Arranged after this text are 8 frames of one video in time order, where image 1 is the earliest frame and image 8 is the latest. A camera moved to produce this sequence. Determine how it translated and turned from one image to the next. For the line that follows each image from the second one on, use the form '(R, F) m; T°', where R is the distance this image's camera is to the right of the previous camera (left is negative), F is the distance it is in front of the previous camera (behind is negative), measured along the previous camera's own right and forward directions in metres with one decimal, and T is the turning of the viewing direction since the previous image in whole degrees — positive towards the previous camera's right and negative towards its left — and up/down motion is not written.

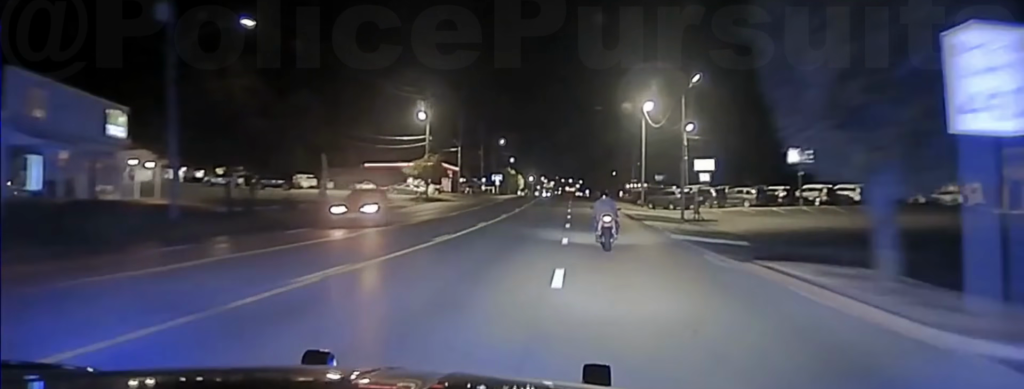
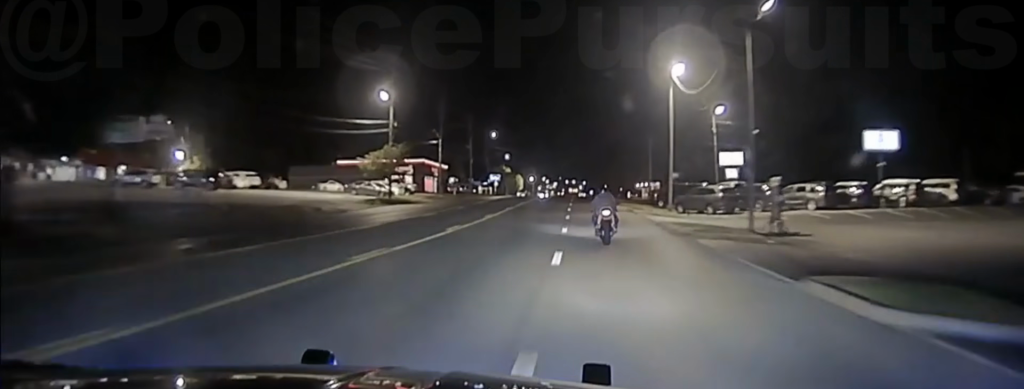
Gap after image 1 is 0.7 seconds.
(0.0, +18.4) m; 0°
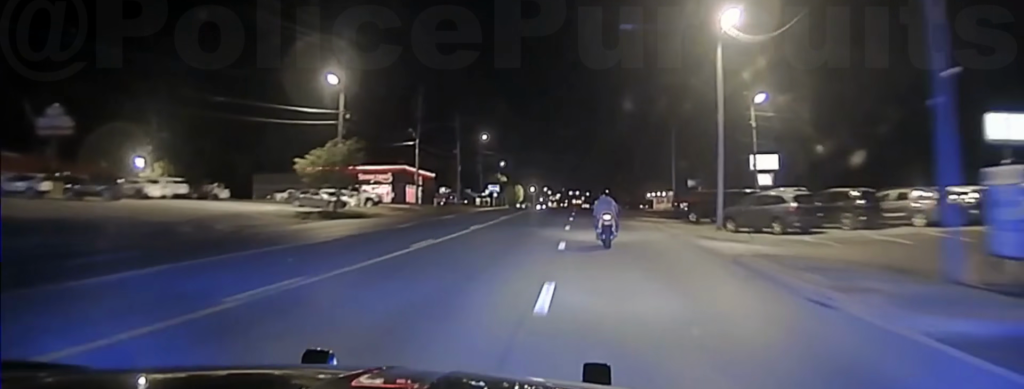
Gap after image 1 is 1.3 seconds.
(0.0, +16.2) m; 0°
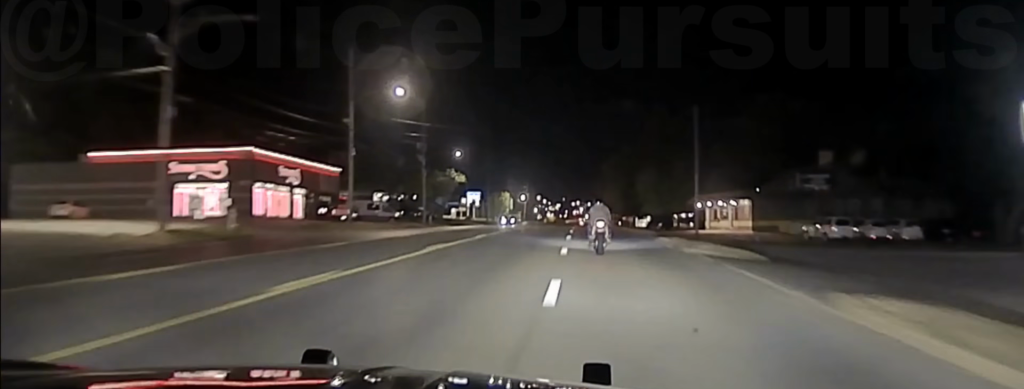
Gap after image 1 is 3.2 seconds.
(-0.3, +56.3) m; -1°
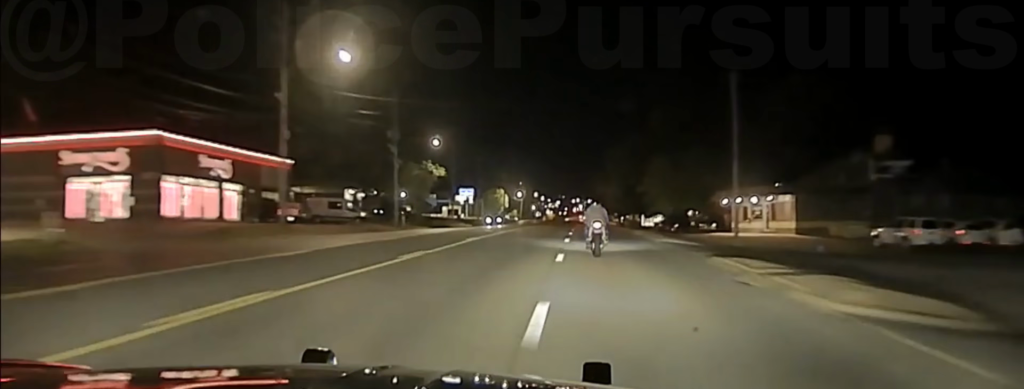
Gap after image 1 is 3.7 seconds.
(+0.1, +15.4) m; 0°
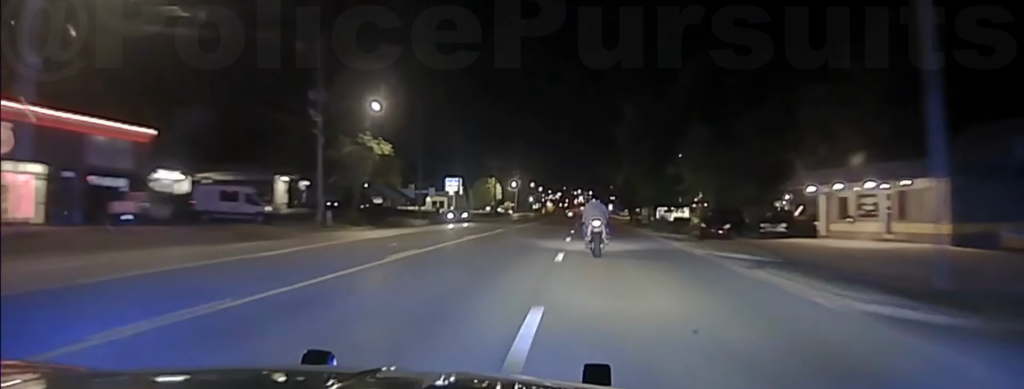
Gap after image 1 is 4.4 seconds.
(0.0, +26.3) m; 0°
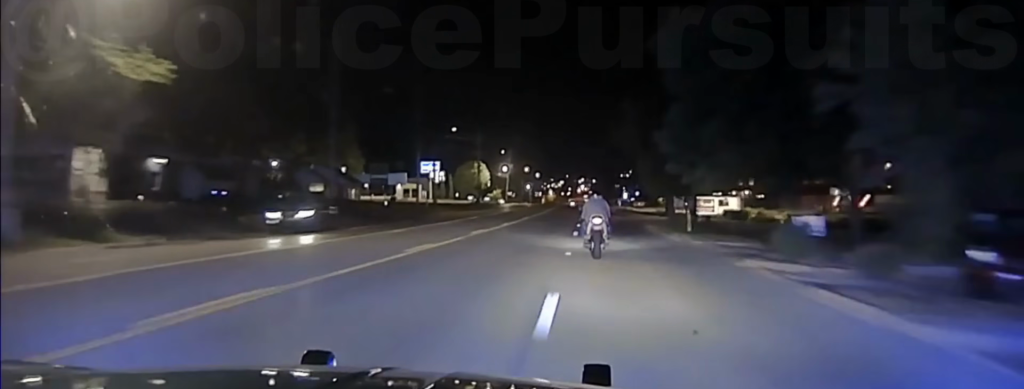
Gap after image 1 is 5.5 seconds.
(-0.1, +36.3) m; 0°
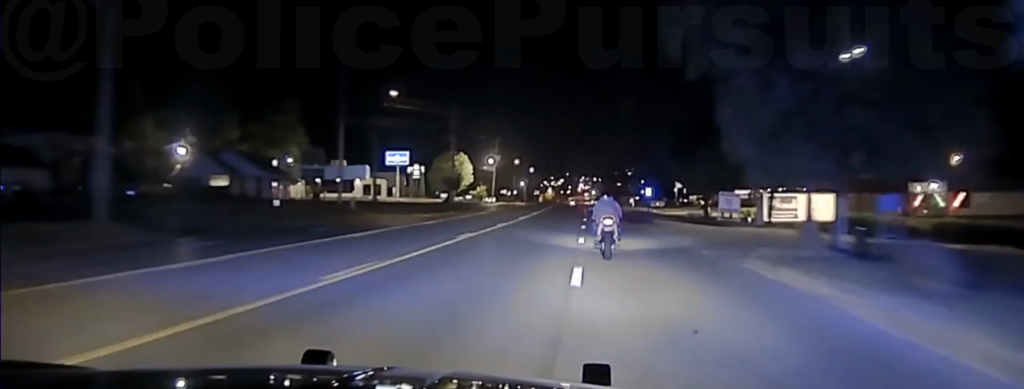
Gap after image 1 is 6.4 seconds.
(-0.1, +28.5) m; 0°
